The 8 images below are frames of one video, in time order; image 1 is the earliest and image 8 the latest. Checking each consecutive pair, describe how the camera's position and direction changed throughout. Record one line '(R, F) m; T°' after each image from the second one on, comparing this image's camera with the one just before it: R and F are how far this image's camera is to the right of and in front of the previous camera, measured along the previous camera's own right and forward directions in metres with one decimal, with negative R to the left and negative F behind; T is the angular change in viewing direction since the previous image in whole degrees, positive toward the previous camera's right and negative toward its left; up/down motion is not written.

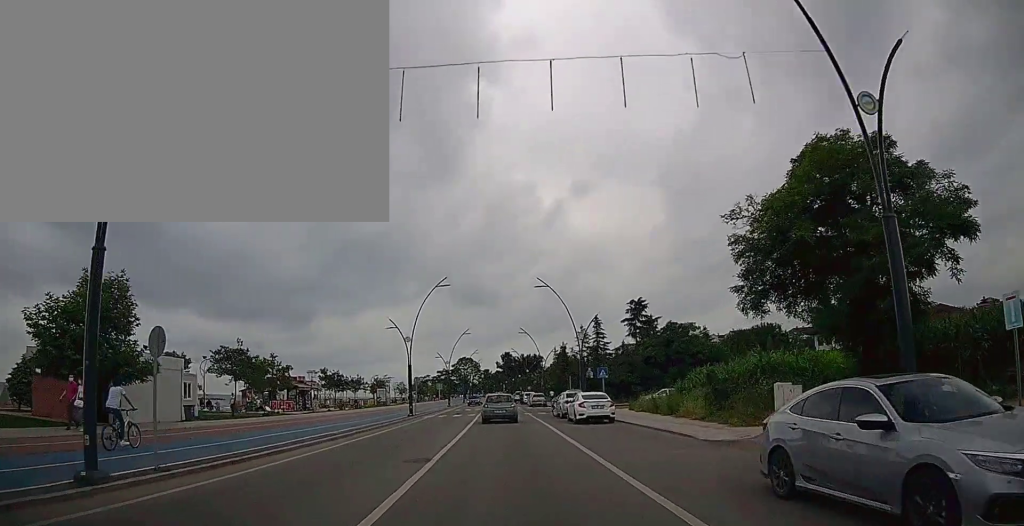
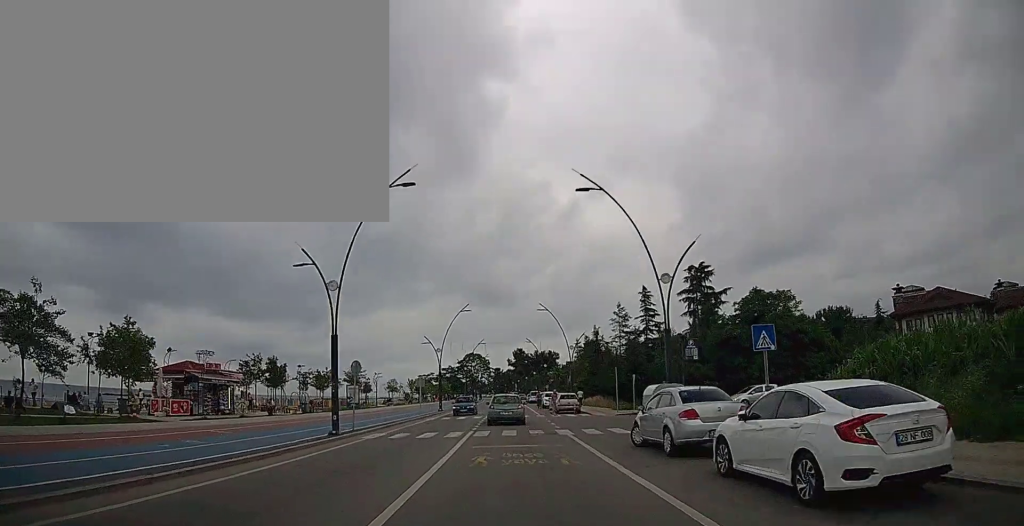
(-0.3, +19.6) m; -2°
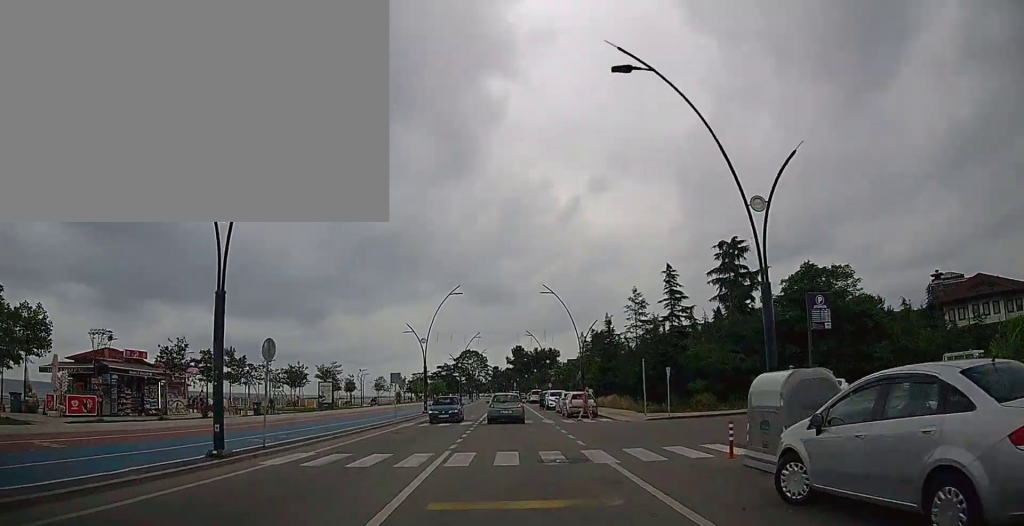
(-0.1, +8.4) m; 0°
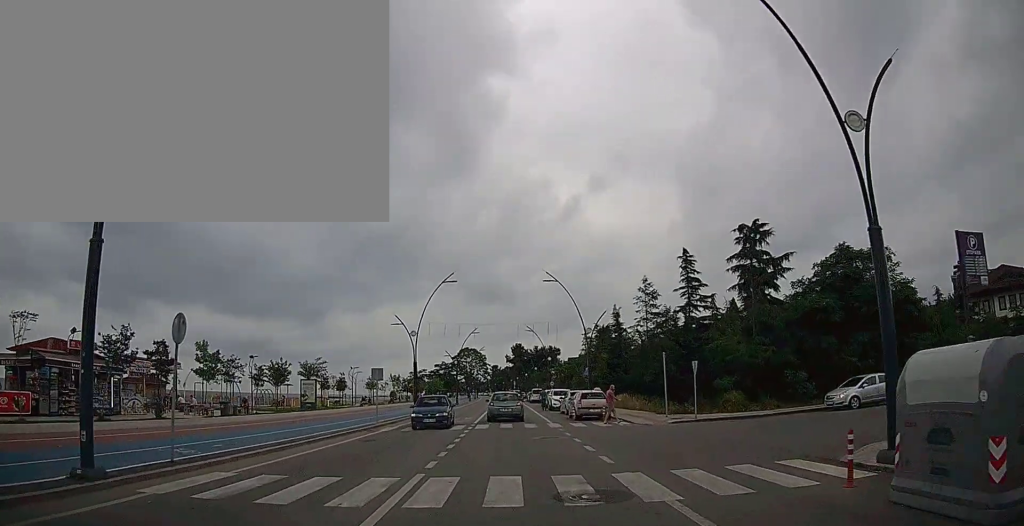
(0.0, +4.3) m; +1°
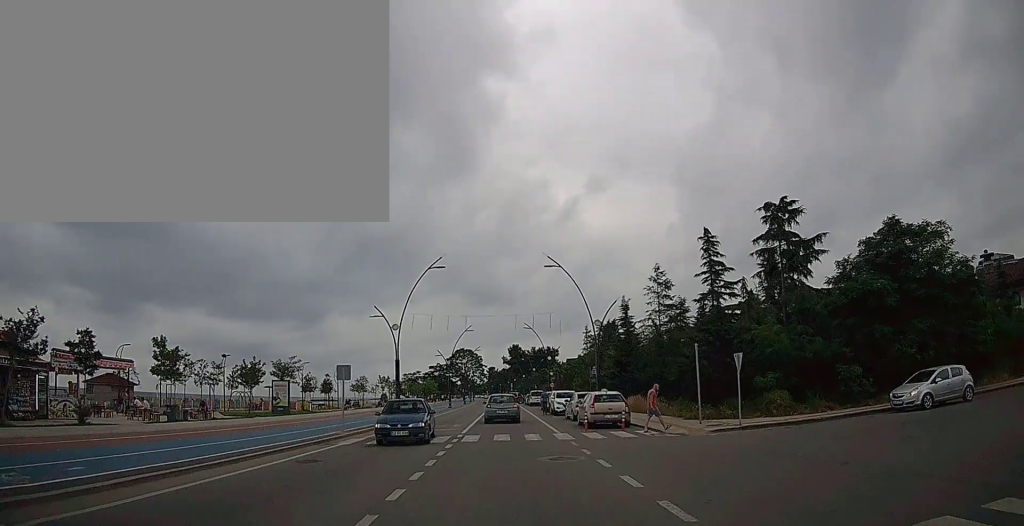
(+0.1, +5.2) m; +1°
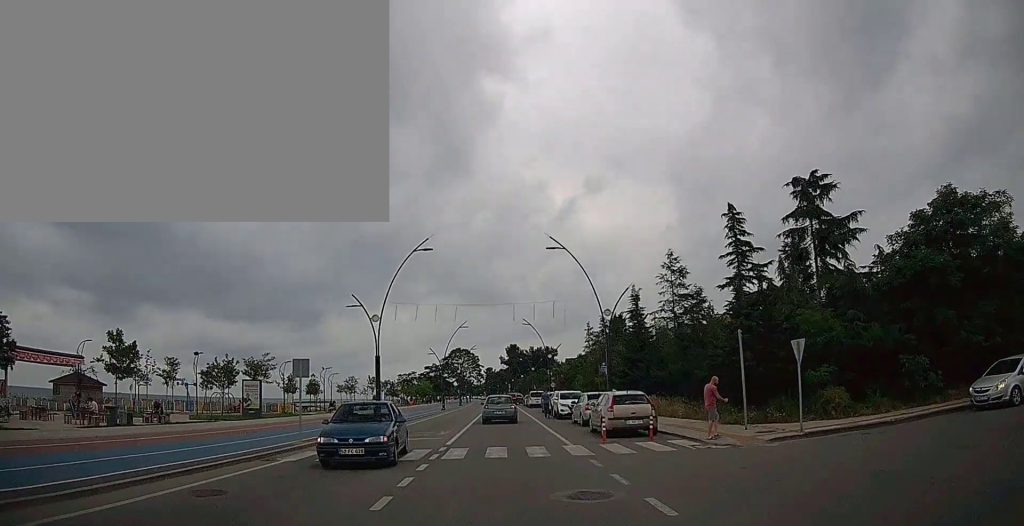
(+0.1, +4.6) m; +1°
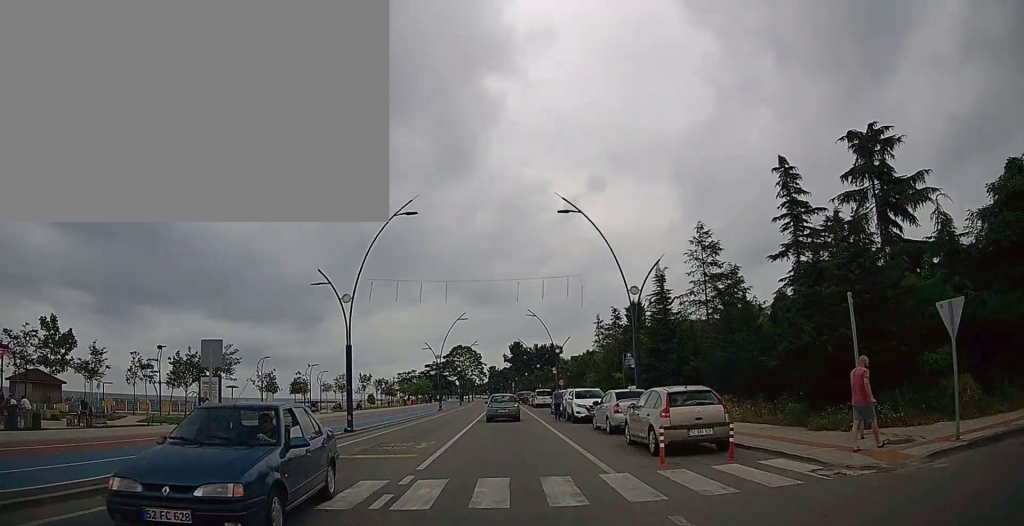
(0.0, +5.6) m; 0°
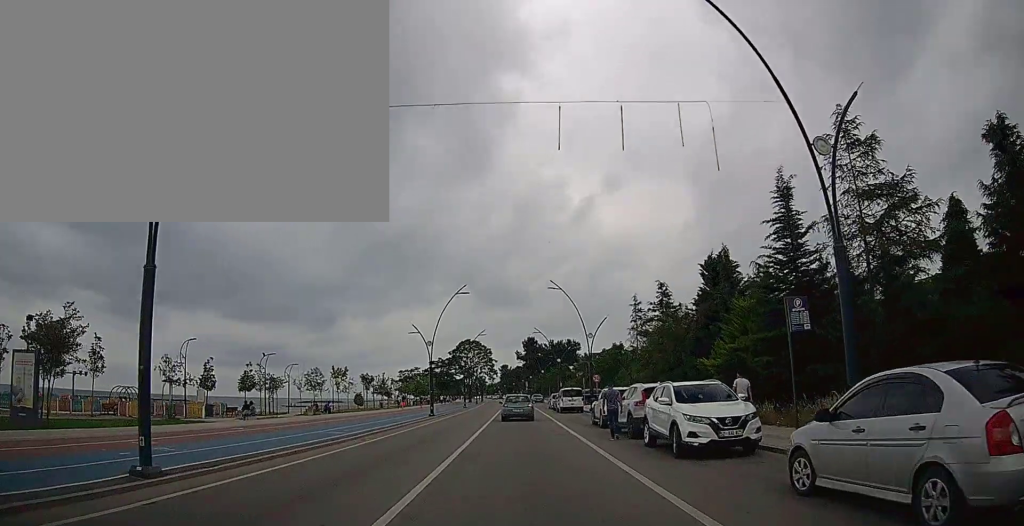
(-0.2, +14.9) m; -2°
